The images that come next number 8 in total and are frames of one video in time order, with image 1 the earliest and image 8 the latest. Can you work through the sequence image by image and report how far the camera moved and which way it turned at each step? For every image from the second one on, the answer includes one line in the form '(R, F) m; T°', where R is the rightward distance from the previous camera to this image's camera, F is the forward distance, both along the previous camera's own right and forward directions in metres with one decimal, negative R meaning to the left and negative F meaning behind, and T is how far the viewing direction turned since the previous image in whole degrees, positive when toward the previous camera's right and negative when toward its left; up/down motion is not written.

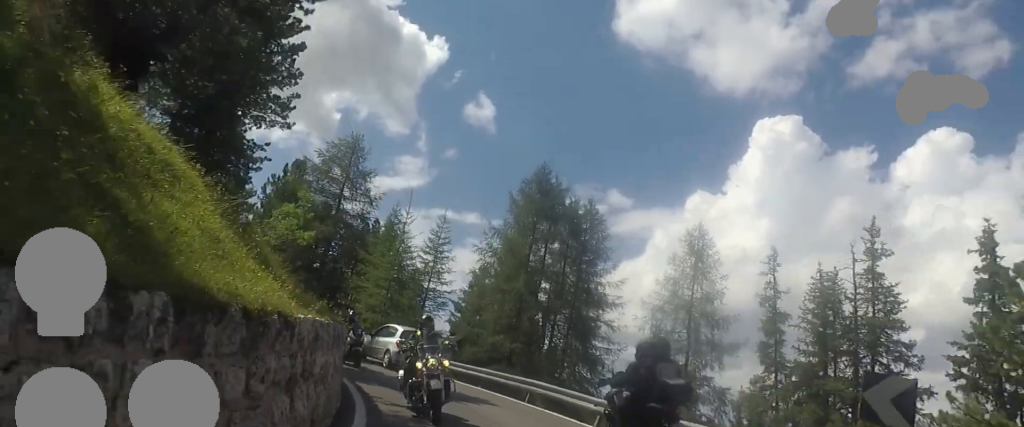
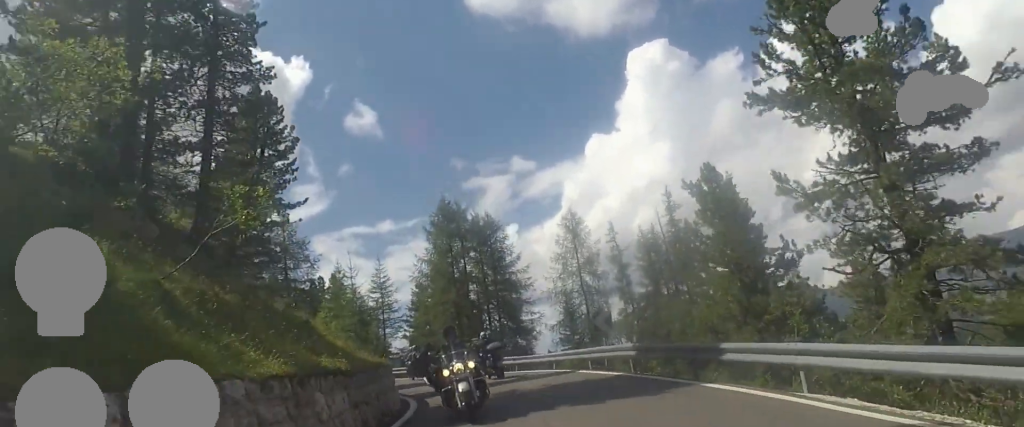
(0.0, +11.2) m; 0°
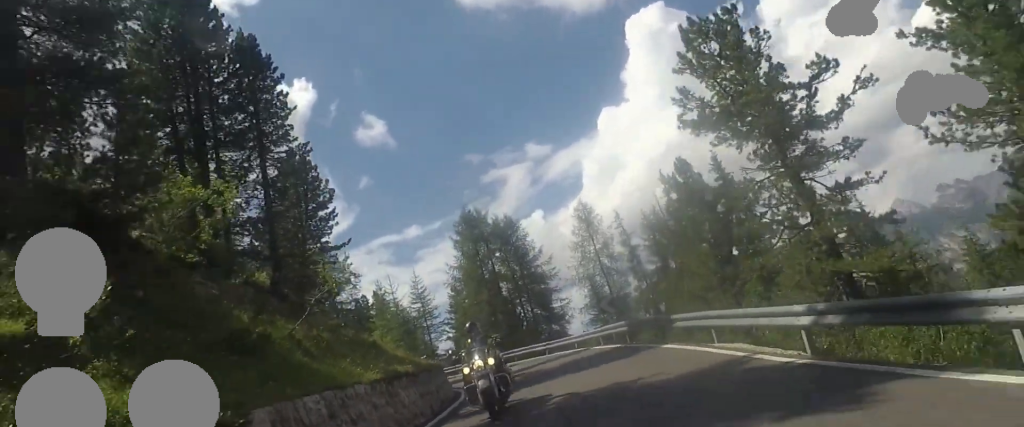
(0.0, +4.2) m; -1°
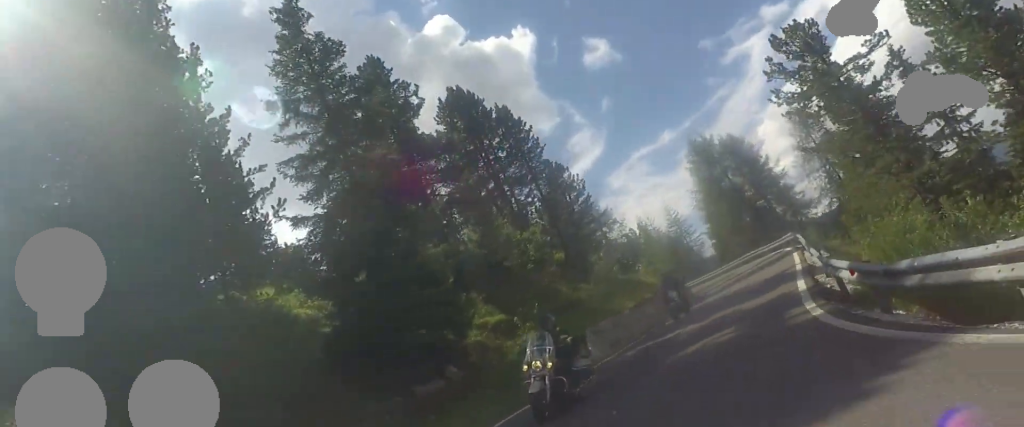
(-1.4, +11.8) m; -21°
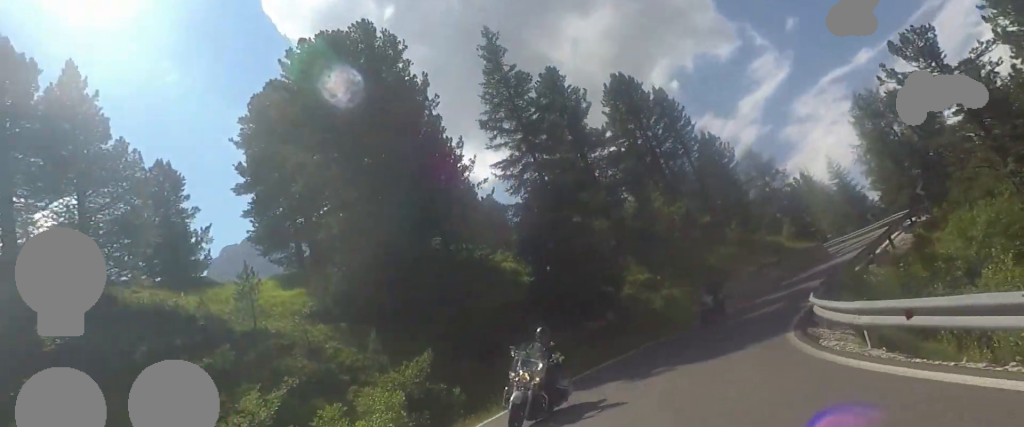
(-1.4, +8.4) m; -16°
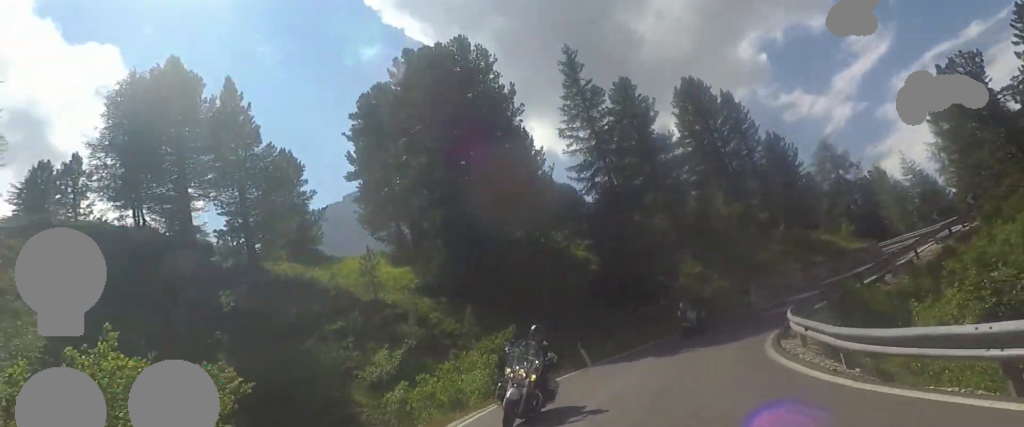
(-0.6, +5.6) m; -5°
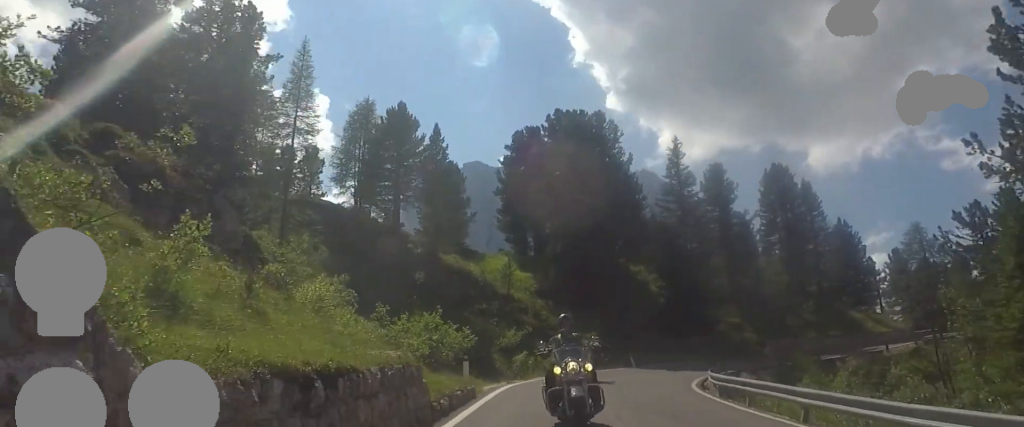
(-0.6, +16.6) m; +1°
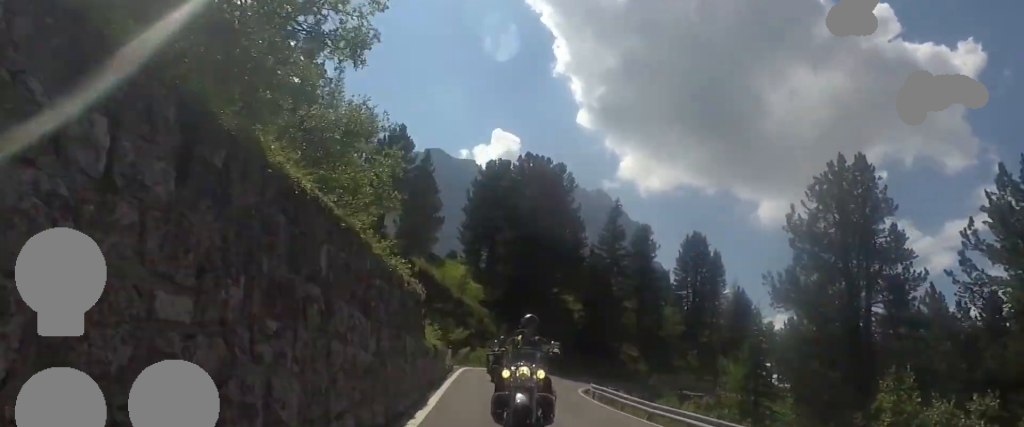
(+0.8, +11.8) m; +8°
